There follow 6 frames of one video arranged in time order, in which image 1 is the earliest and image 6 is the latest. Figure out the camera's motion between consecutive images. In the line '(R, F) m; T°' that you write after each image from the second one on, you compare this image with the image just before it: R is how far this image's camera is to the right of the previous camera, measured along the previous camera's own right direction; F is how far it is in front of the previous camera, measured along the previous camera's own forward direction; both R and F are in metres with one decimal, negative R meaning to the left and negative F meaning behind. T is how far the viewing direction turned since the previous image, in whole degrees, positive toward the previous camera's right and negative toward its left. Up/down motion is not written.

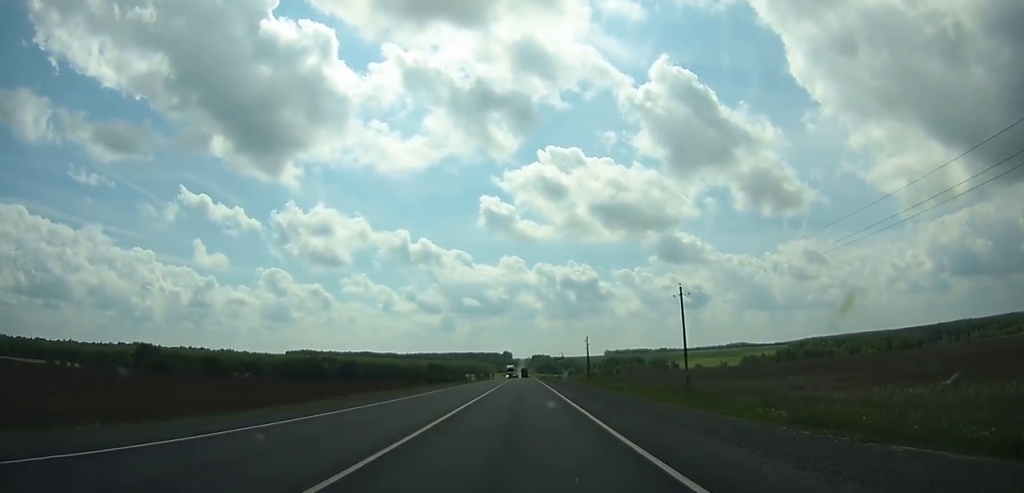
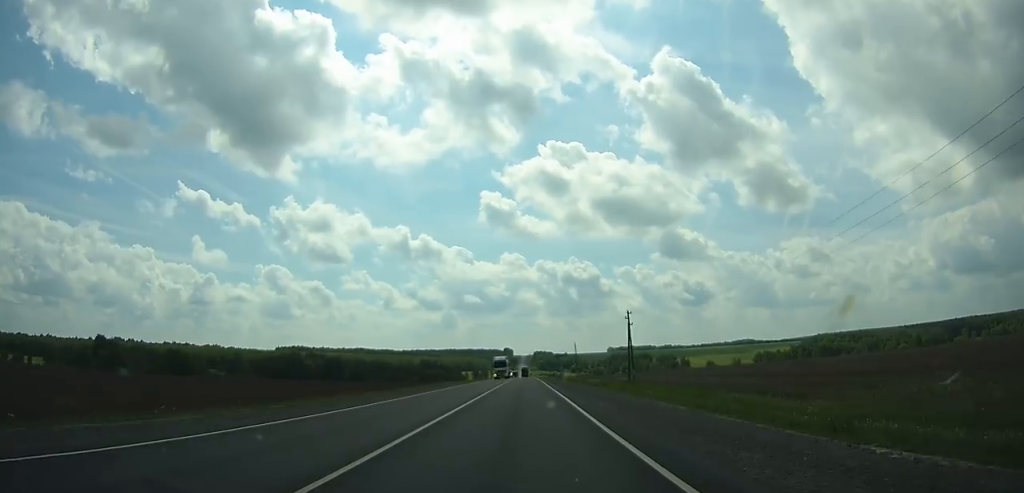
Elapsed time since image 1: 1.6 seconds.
(0.0, +49.9) m; 0°
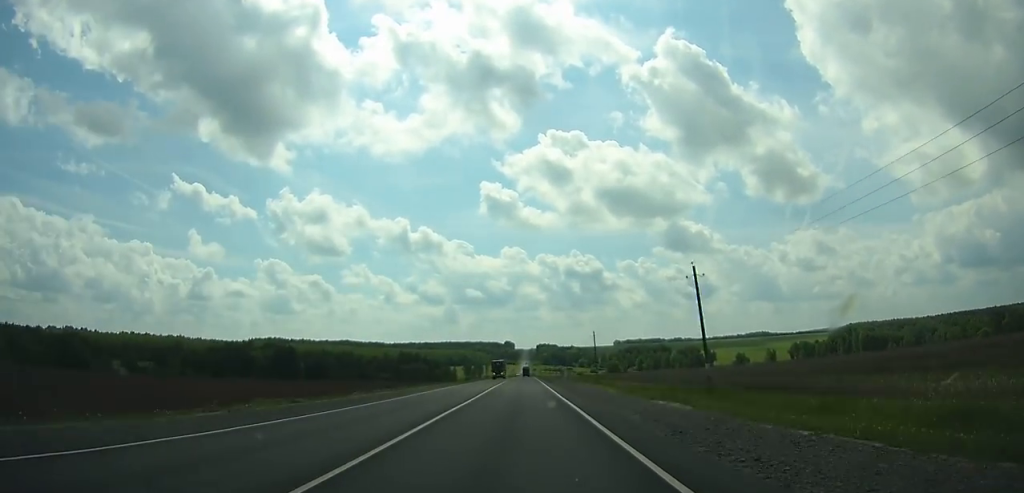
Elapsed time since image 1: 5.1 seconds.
(-0.2, +110.8) m; 0°
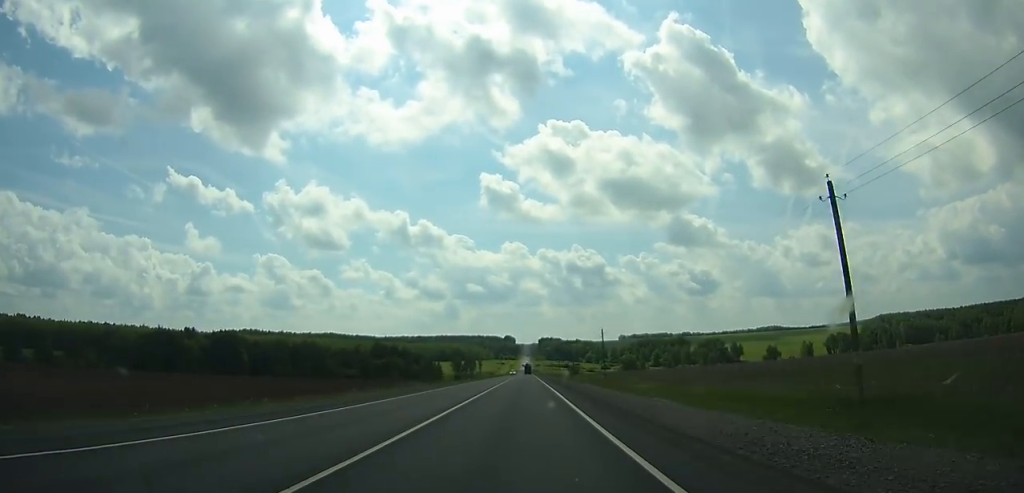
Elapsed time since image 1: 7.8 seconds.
(-0.1, +85.4) m; 0°
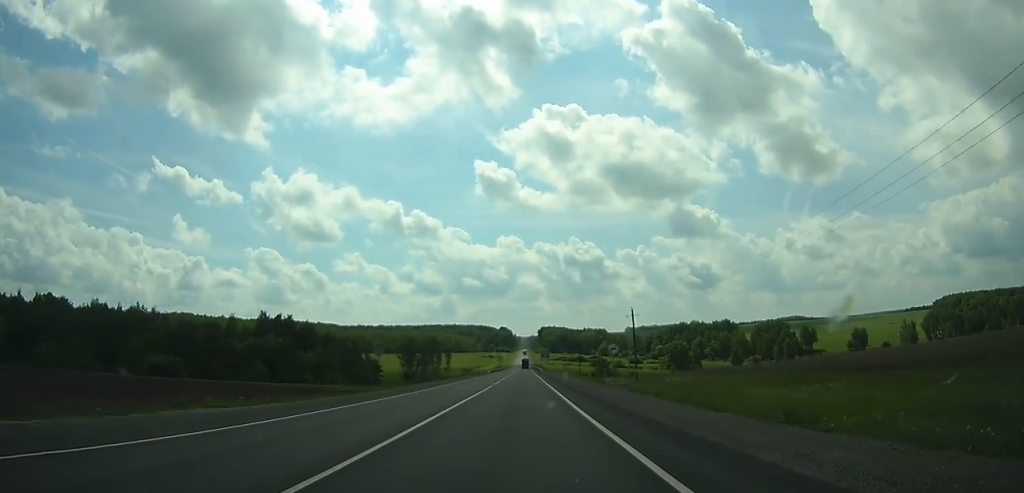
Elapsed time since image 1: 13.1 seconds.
(-0.1, +166.0) m; 0°
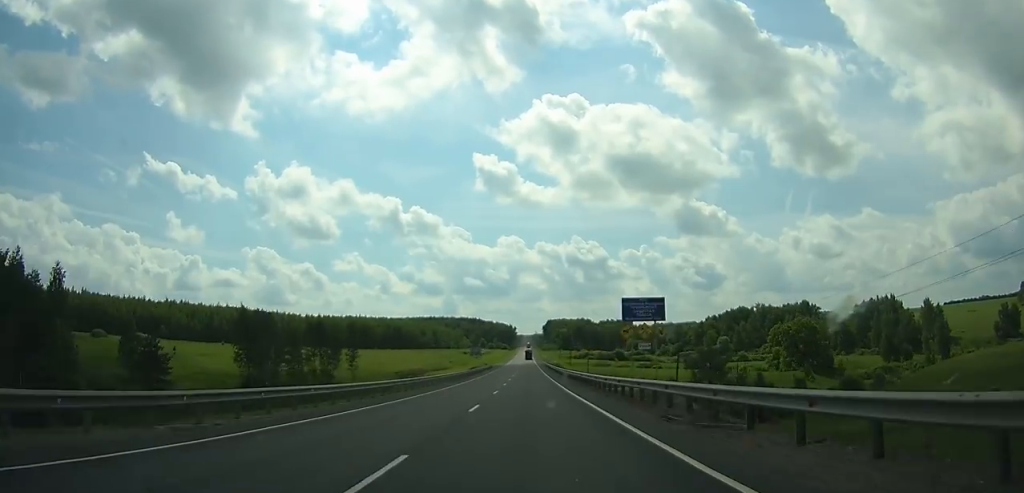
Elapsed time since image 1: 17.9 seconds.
(-0.3, +148.1) m; 0°
